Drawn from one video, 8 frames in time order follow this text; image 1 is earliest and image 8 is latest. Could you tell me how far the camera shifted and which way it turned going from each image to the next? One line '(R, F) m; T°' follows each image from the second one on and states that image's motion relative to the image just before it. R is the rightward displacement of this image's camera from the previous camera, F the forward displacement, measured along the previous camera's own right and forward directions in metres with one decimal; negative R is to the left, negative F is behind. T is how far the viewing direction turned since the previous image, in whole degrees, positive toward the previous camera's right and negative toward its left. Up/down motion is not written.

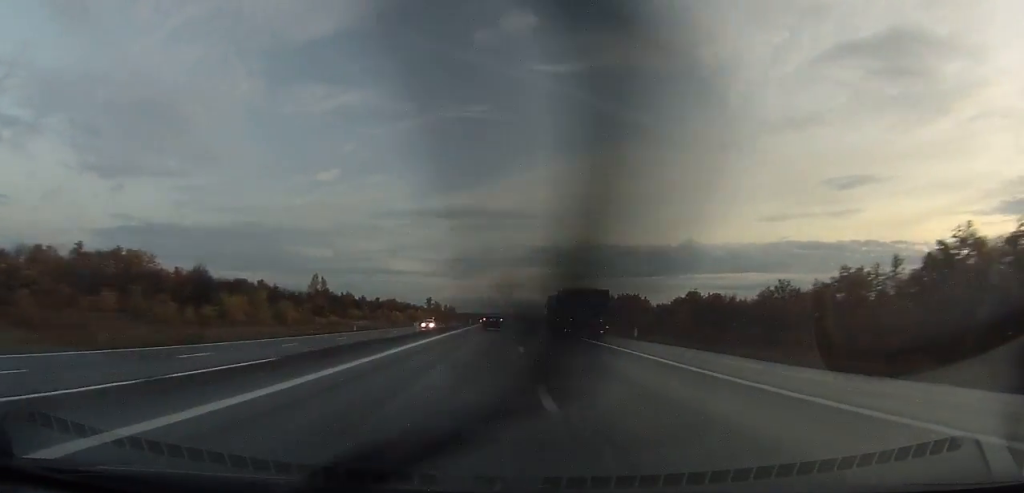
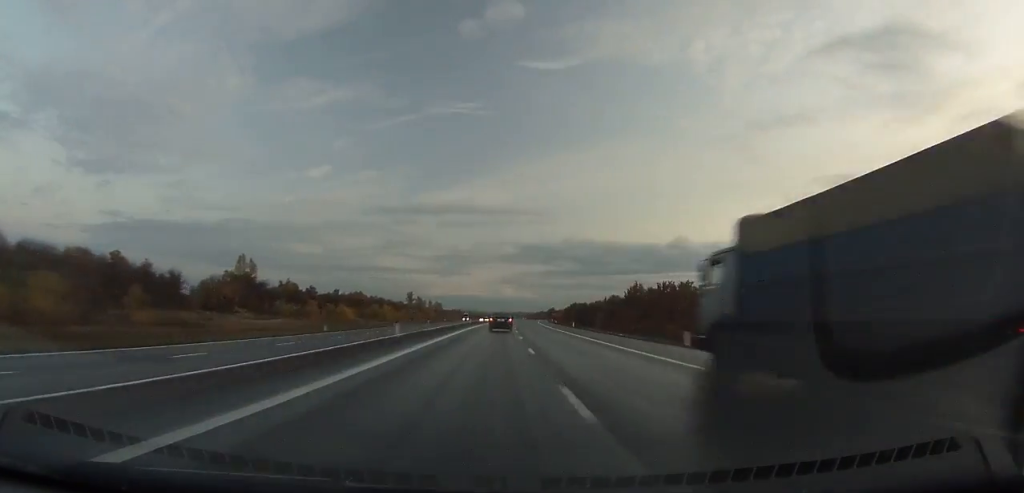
(+0.1, +59.9) m; +1°
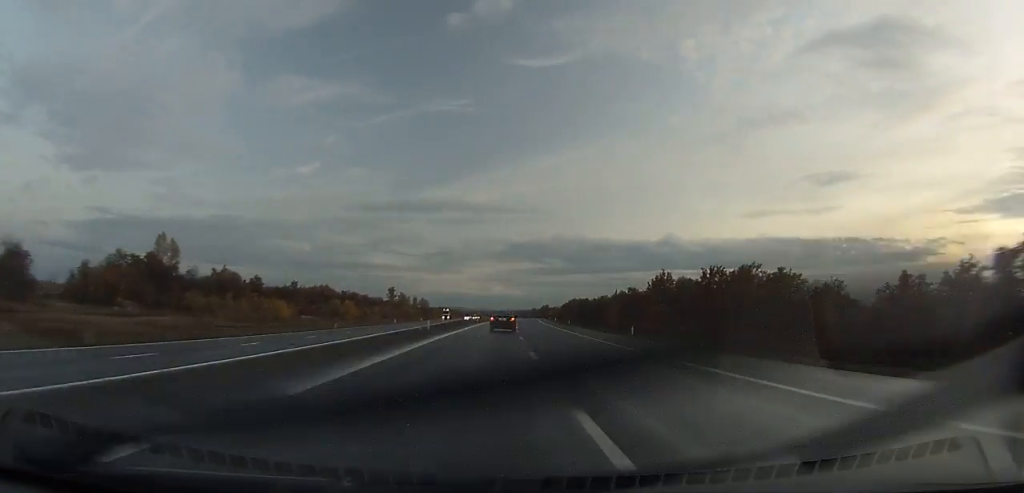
(-0.2, +37.2) m; +1°
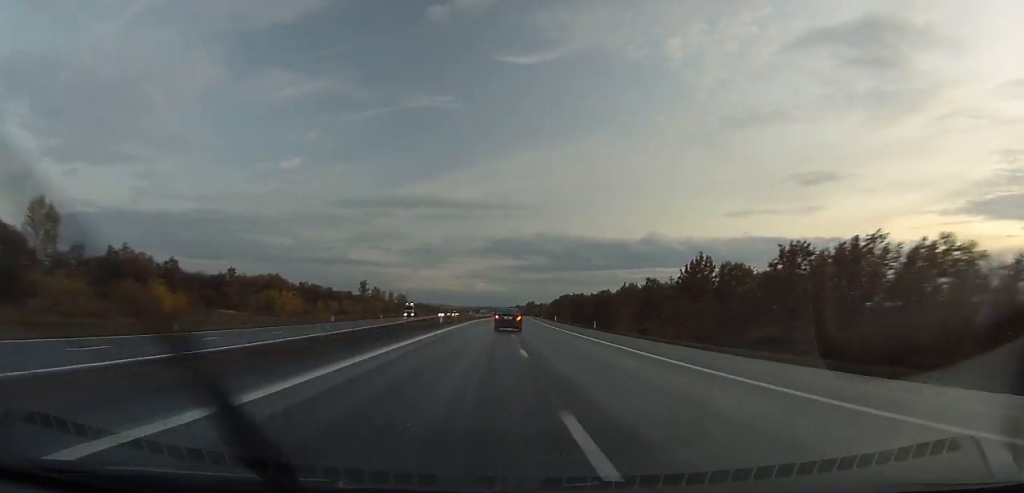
(+0.6, +37.1) m; +1°
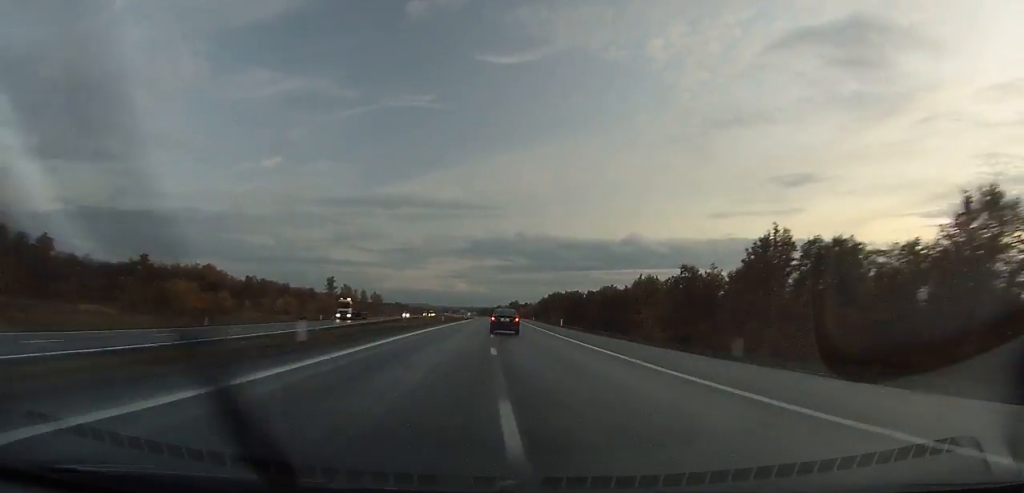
(+0.1, +34.4) m; +1°
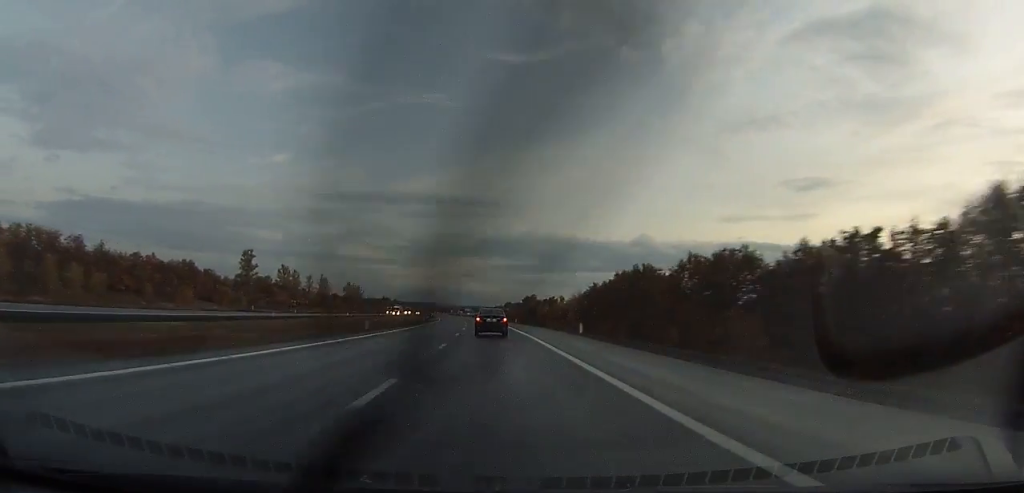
(+3.5, +132.7) m; +1°
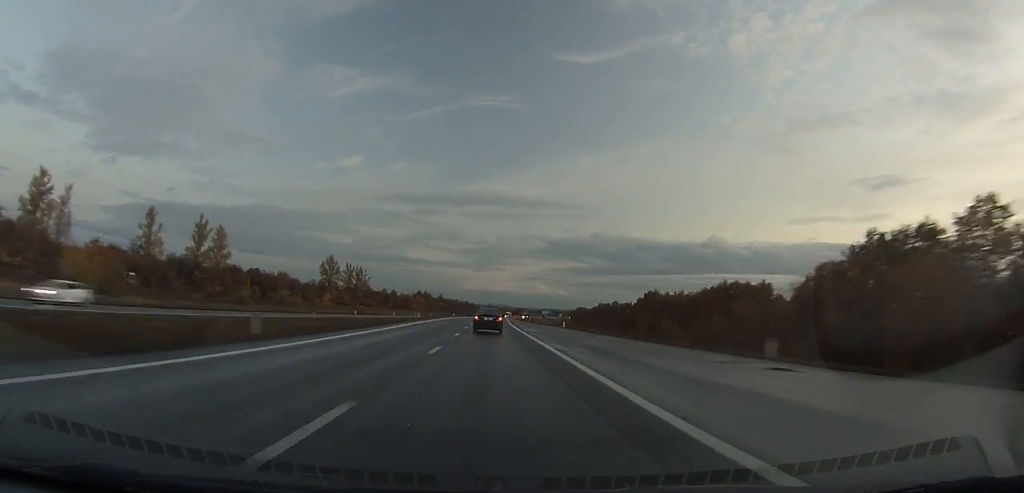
(-11.5, +219.8) m; -7°
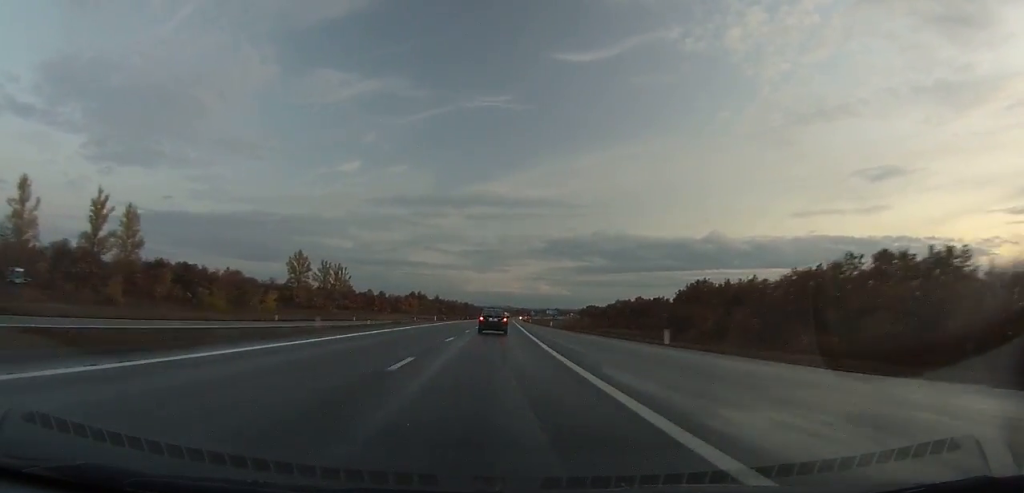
(-0.5, +41.2) m; 0°
